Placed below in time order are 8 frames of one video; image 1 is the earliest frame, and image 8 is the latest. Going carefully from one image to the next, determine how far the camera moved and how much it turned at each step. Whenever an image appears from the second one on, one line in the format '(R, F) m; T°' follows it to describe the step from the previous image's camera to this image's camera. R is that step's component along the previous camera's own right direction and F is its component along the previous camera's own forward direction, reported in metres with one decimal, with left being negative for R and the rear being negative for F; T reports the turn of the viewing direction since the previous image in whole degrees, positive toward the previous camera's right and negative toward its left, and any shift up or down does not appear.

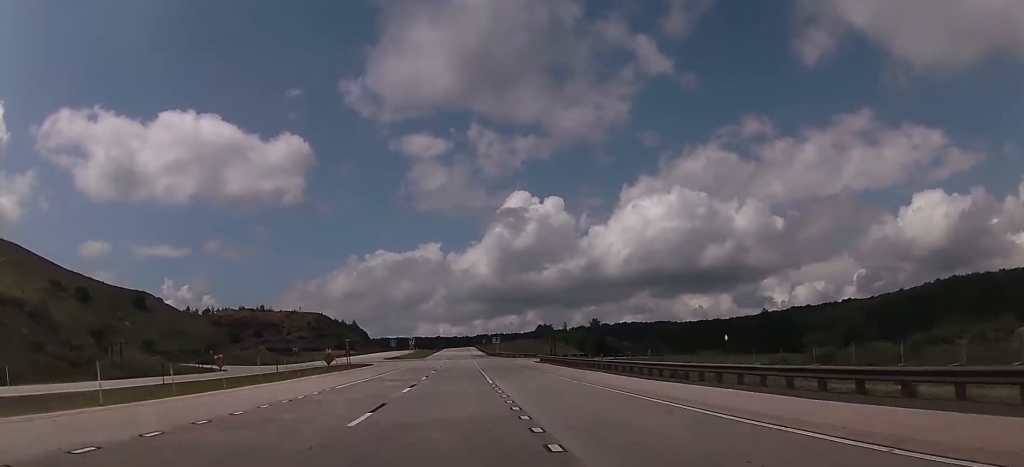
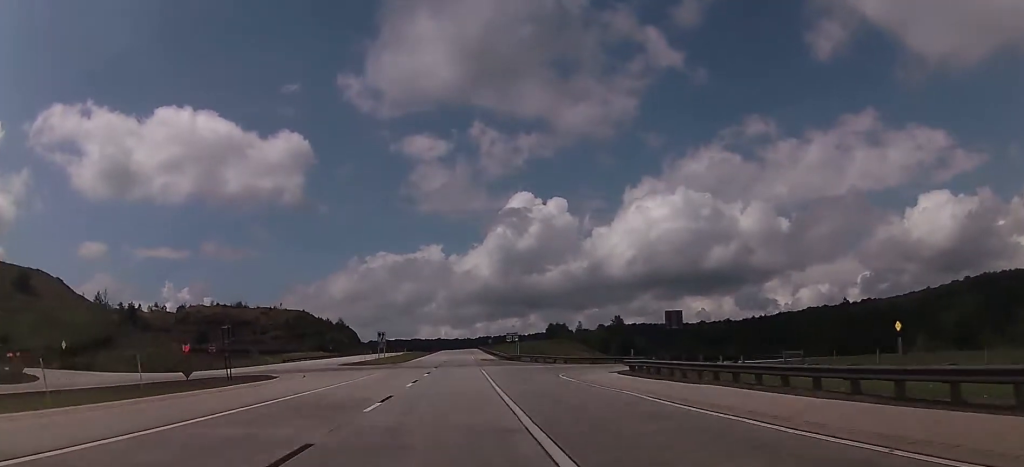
(+0.4, +45.6) m; +1°
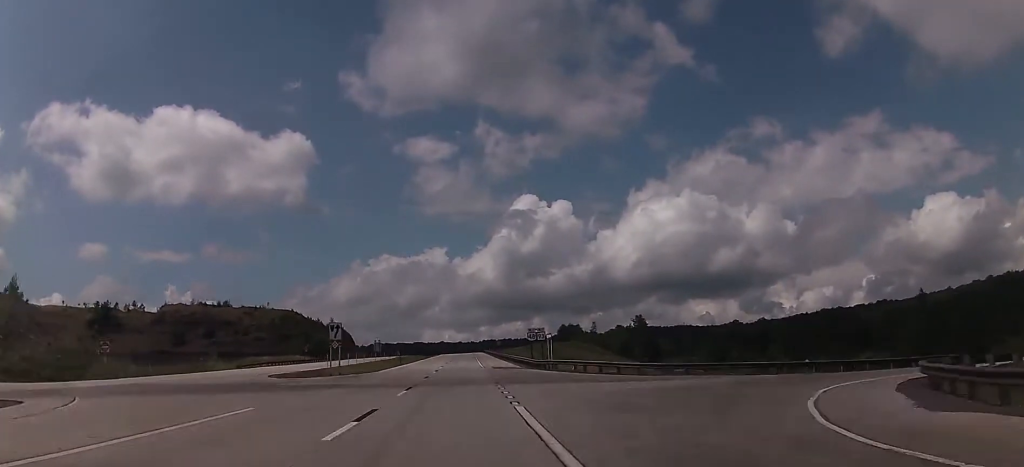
(+0.2, +29.3) m; 0°
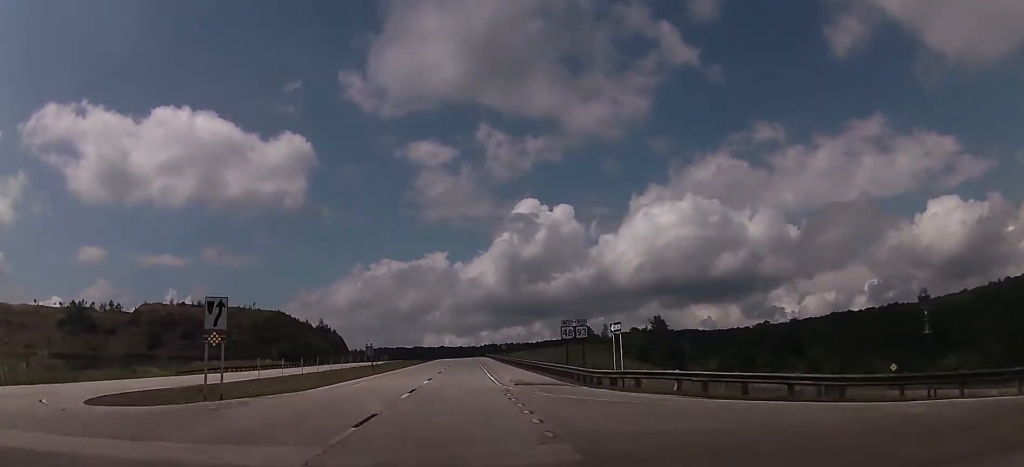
(-0.3, +23.9) m; -1°
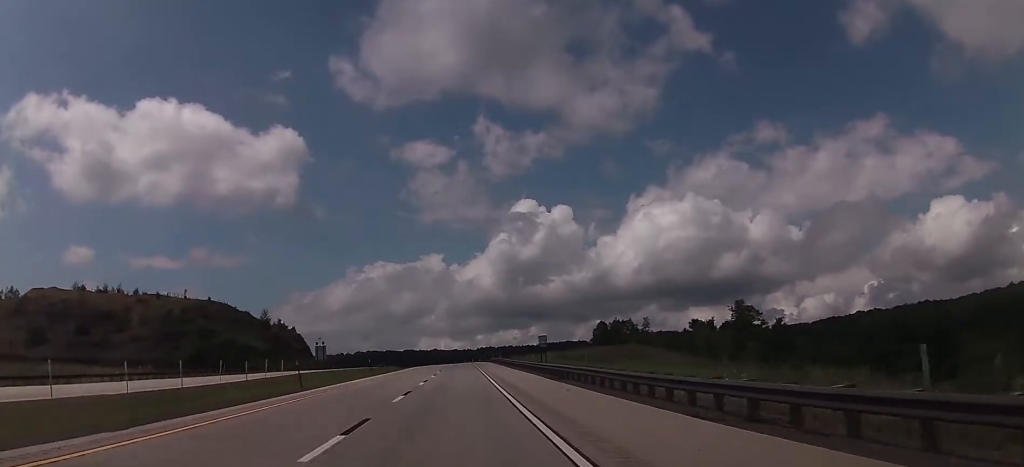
(+0.6, +73.8) m; +1°
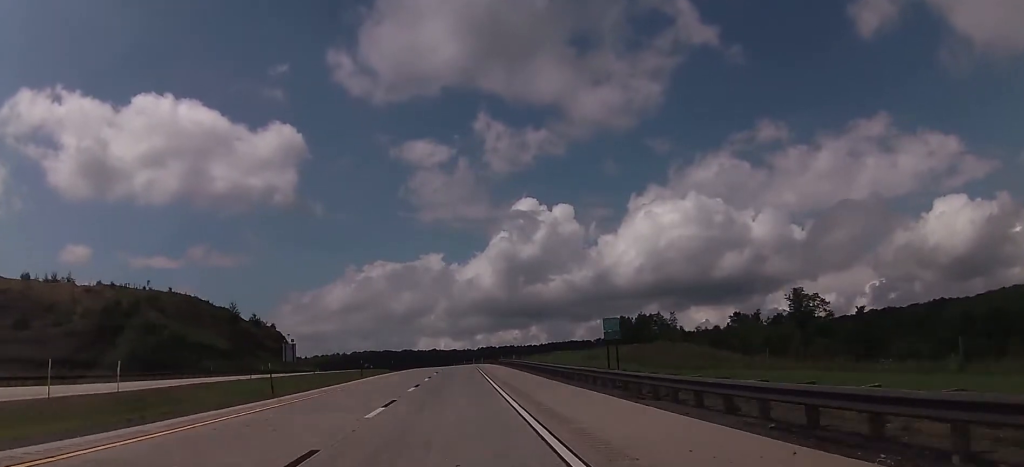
(0.0, +29.2) m; 0°
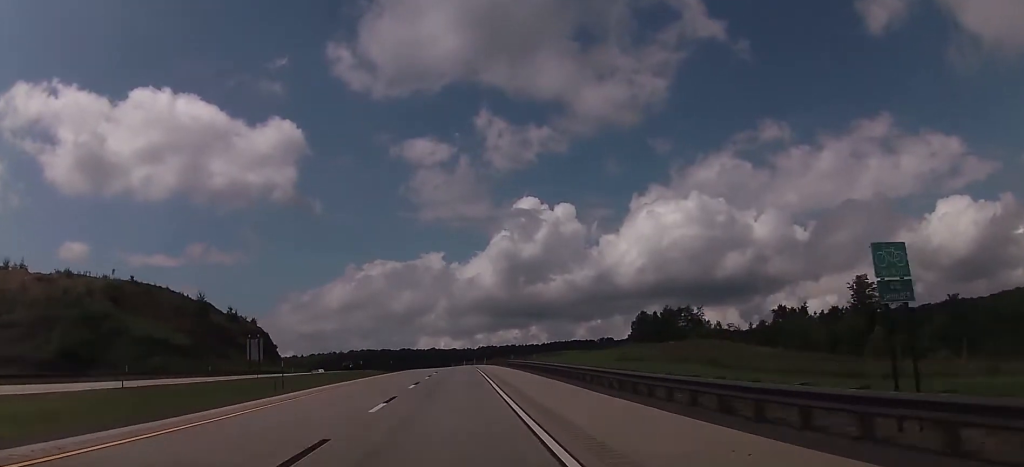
(-0.1, +22.7) m; 0°
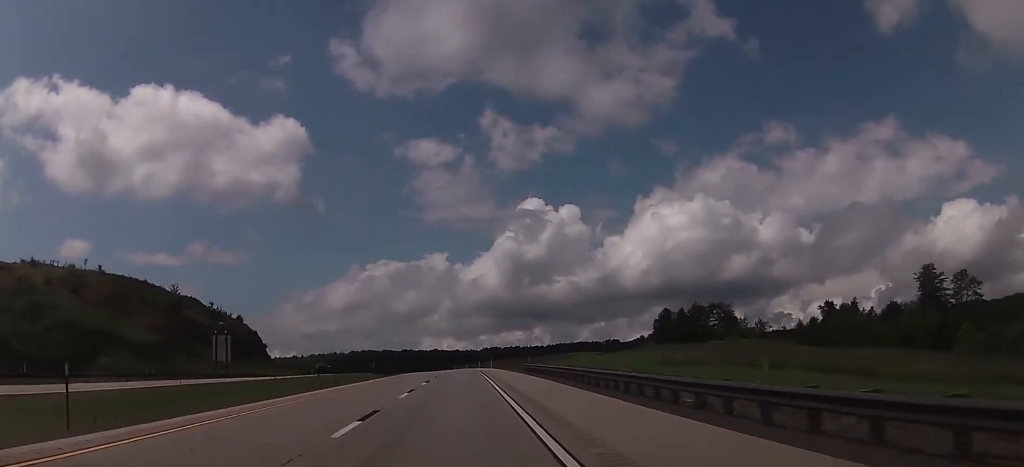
(0.0, +17.3) m; 0°
